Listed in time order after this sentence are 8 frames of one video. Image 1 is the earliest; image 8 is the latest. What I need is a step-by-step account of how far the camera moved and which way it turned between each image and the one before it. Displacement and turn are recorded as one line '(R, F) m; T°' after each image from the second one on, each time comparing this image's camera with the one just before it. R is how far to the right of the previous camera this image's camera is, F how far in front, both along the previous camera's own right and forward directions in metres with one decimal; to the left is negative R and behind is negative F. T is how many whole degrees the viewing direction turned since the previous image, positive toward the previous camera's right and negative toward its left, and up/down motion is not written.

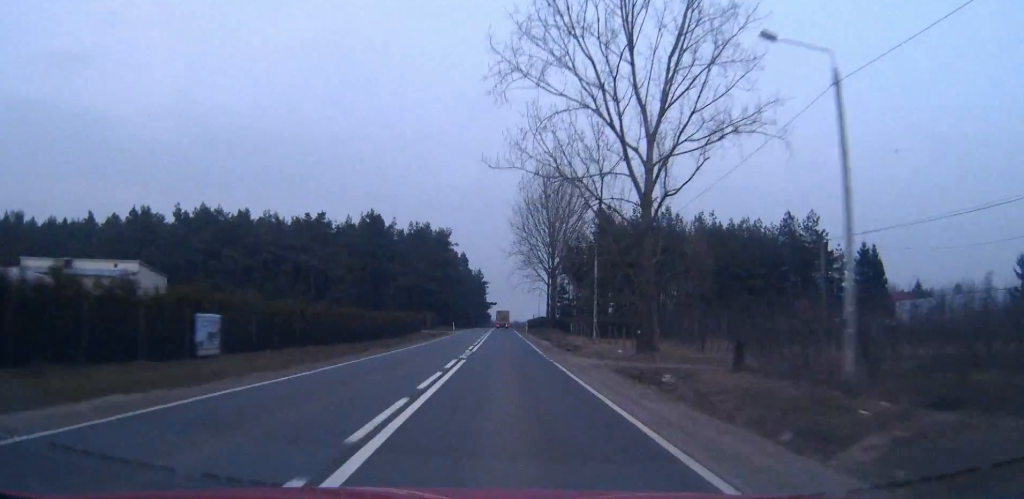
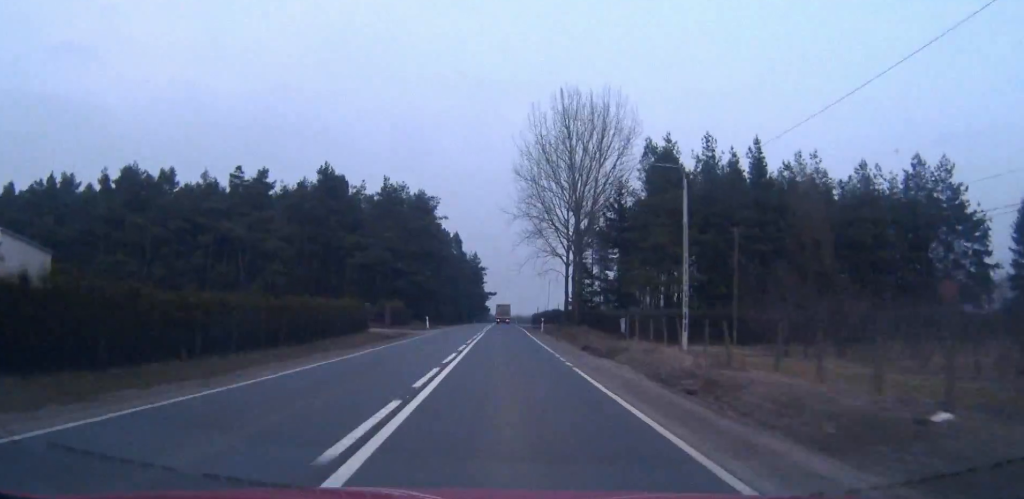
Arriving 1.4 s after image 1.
(-0.1, +32.5) m; 0°
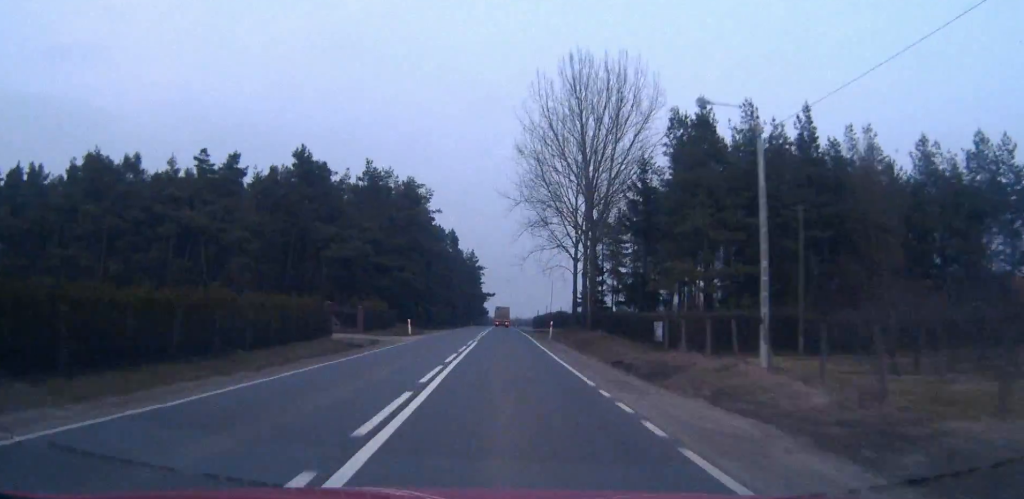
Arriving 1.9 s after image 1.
(0.0, +10.8) m; 0°
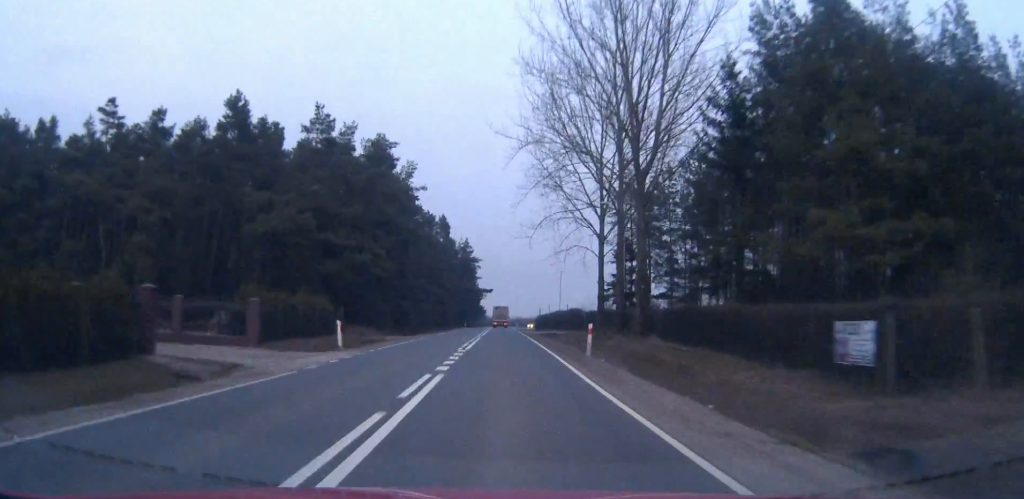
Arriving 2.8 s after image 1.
(+0.1, +20.5) m; 0°
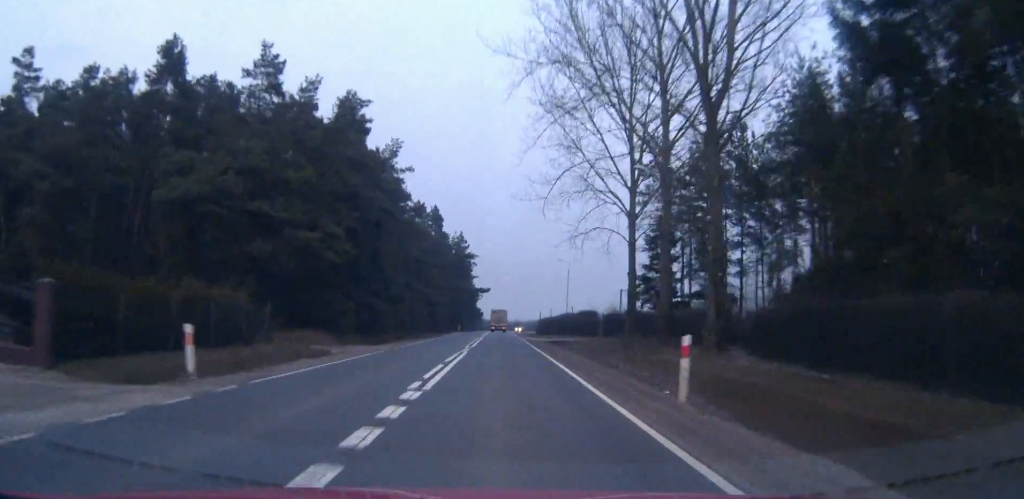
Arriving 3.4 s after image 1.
(0.0, +13.4) m; 0°
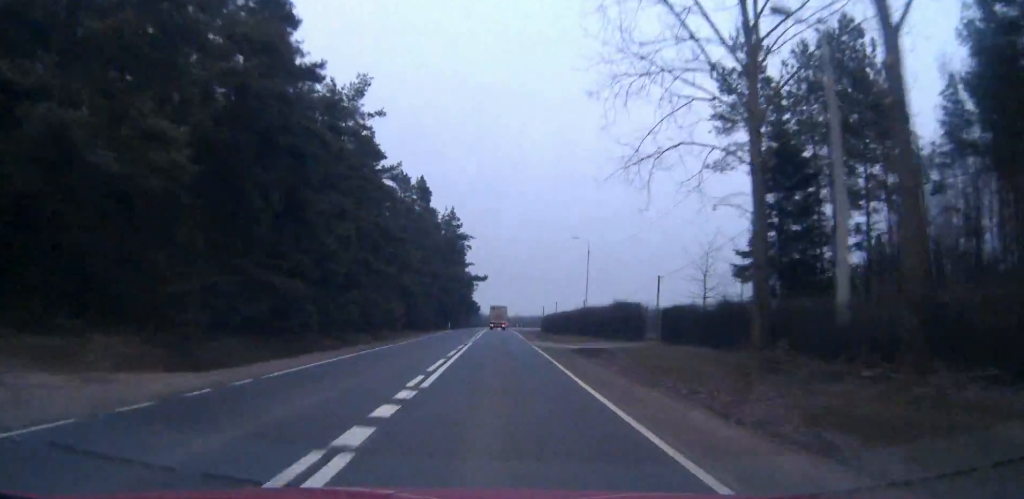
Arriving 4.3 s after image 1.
(0.0, +20.8) m; 0°
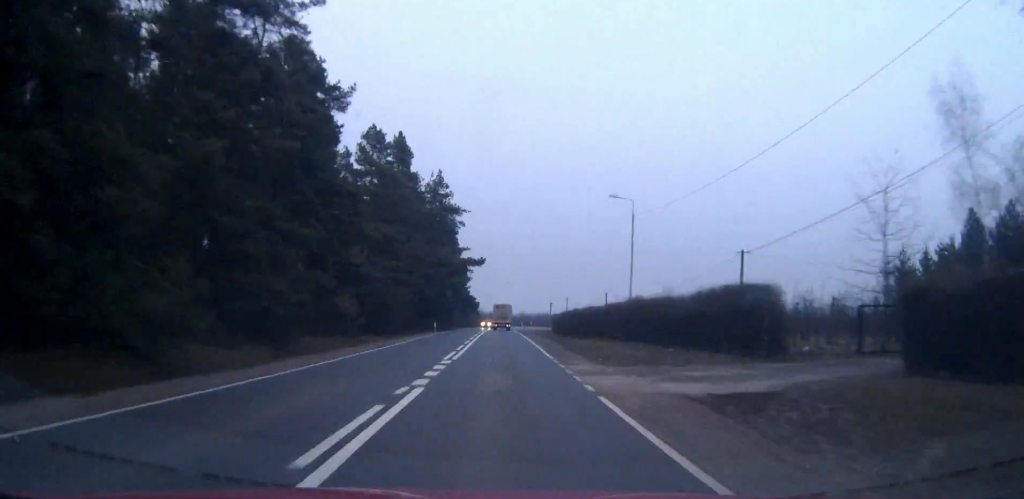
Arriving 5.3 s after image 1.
(0.0, +22.6) m; 0°
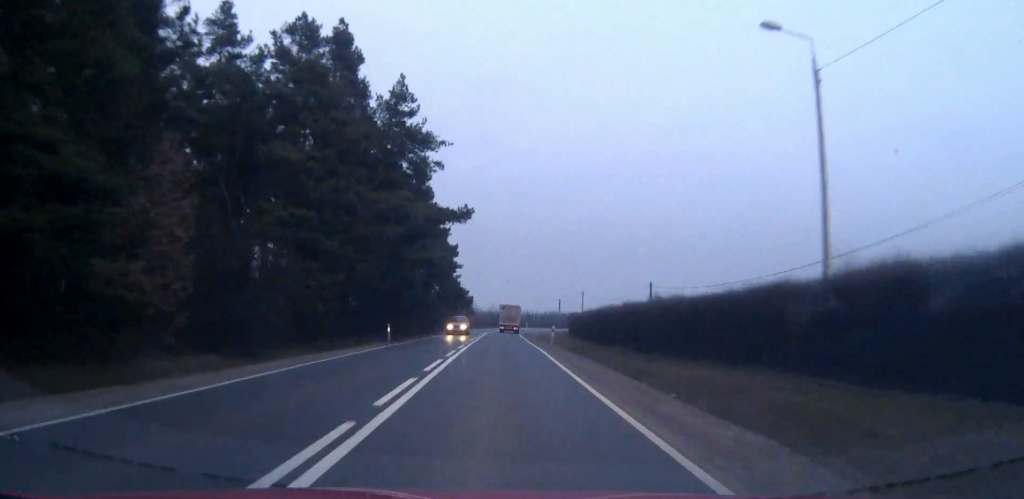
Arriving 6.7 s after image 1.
(0.0, +29.0) m; 0°
